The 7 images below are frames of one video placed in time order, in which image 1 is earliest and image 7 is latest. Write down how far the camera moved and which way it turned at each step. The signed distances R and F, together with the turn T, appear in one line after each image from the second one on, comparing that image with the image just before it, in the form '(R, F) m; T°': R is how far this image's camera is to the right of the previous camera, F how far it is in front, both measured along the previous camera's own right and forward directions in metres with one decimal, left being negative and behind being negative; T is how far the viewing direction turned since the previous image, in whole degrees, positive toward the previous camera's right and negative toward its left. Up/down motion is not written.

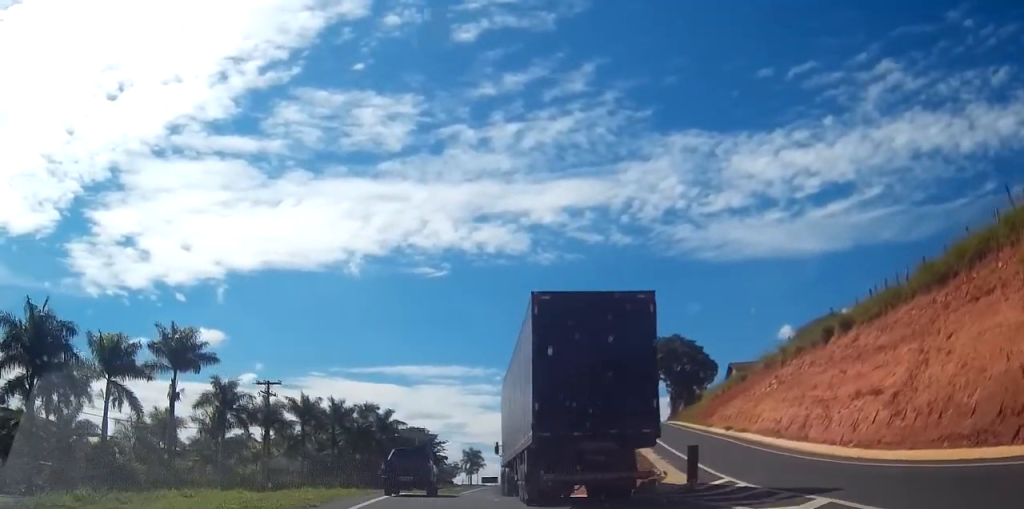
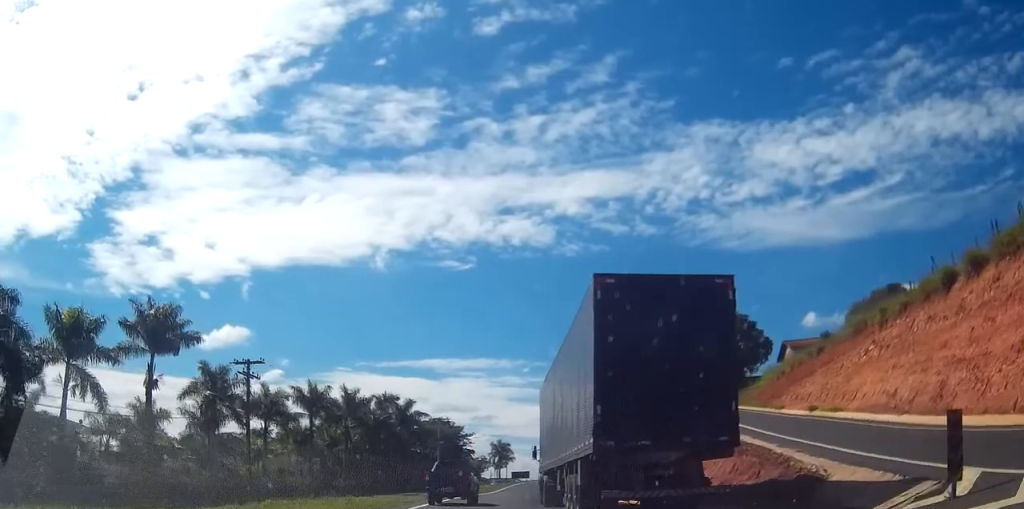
(-0.3, +10.8) m; -3°
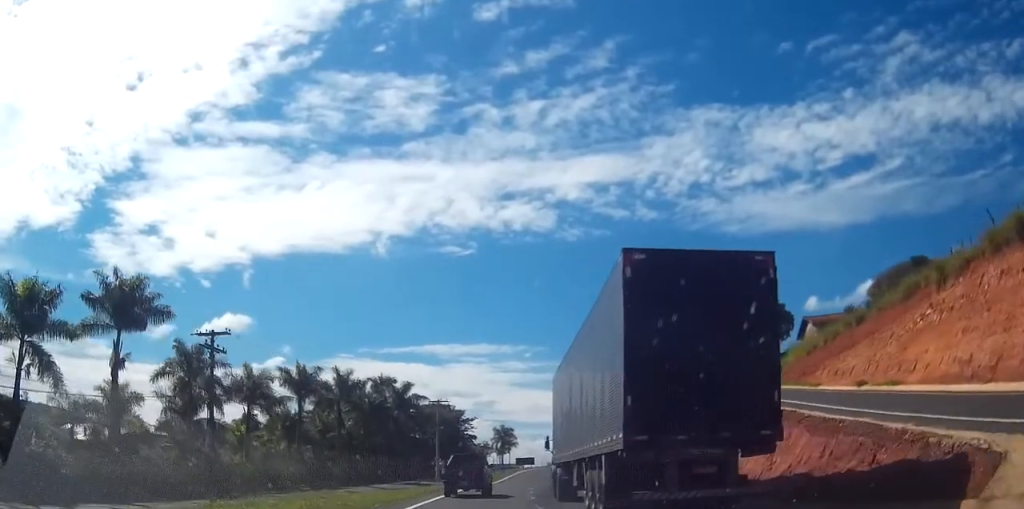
(-0.1, +6.3) m; -1°
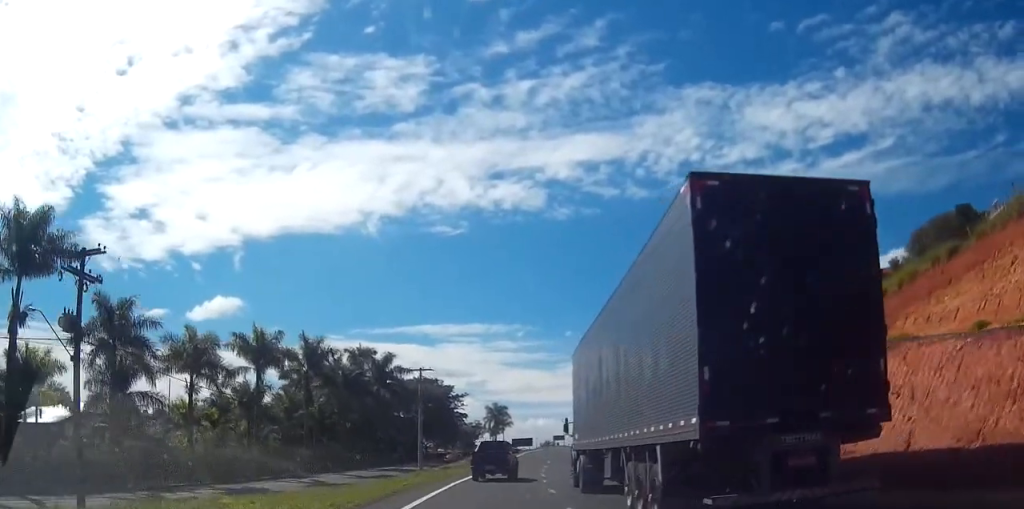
(-0.2, +12.5) m; 0°
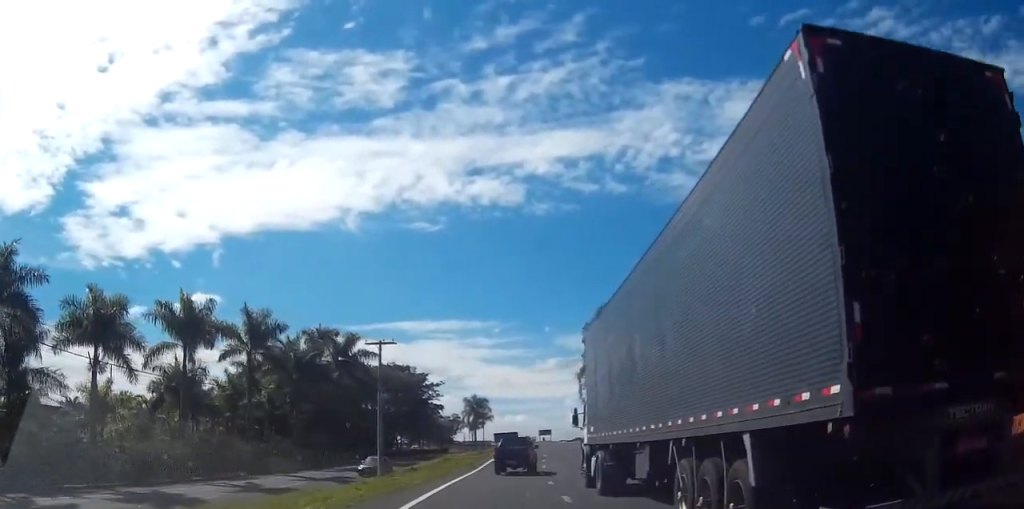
(+0.1, +12.5) m; +1°
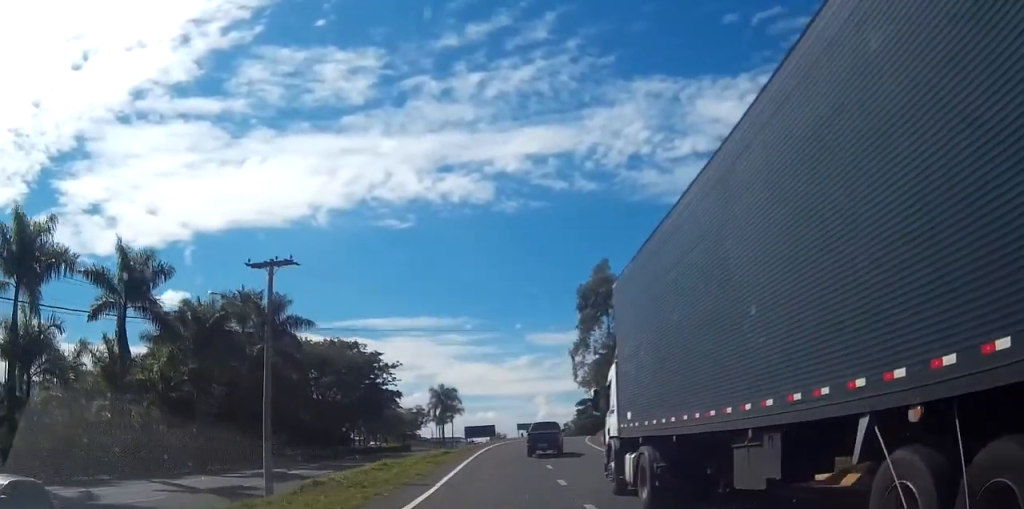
(+0.3, +19.0) m; +2°
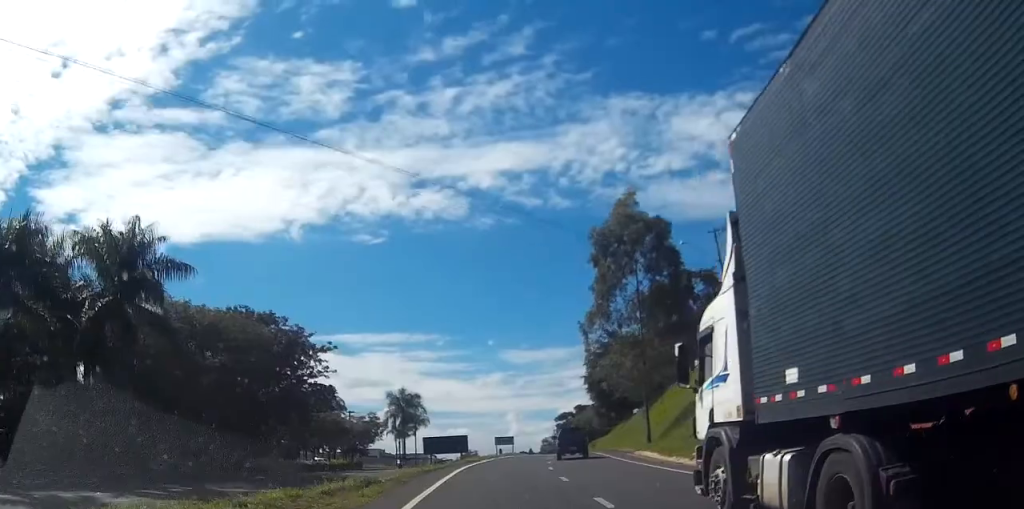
(+0.6, +22.6) m; +3°
